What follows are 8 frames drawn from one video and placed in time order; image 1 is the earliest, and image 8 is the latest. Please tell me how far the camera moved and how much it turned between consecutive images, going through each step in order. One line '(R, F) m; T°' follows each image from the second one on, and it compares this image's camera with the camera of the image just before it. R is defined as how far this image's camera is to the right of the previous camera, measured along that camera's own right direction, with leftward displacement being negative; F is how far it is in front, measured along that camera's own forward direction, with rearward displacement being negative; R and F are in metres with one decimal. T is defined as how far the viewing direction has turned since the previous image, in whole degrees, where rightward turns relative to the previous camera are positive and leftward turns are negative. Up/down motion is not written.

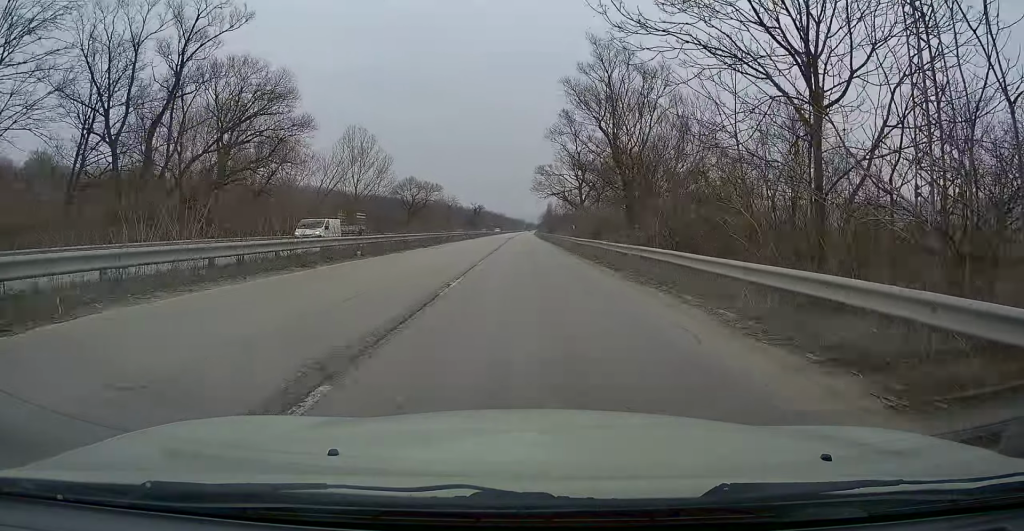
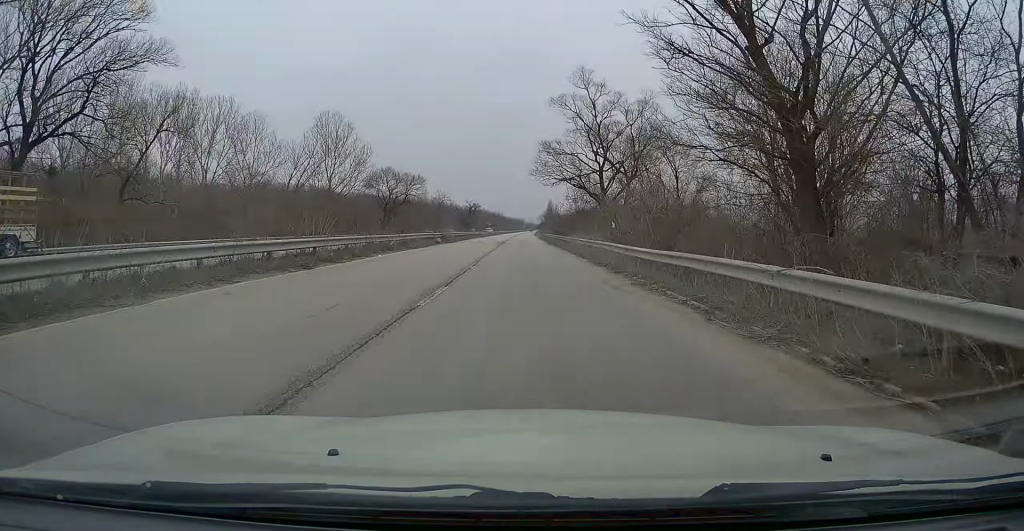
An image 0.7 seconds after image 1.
(+0.2, +19.3) m; 0°
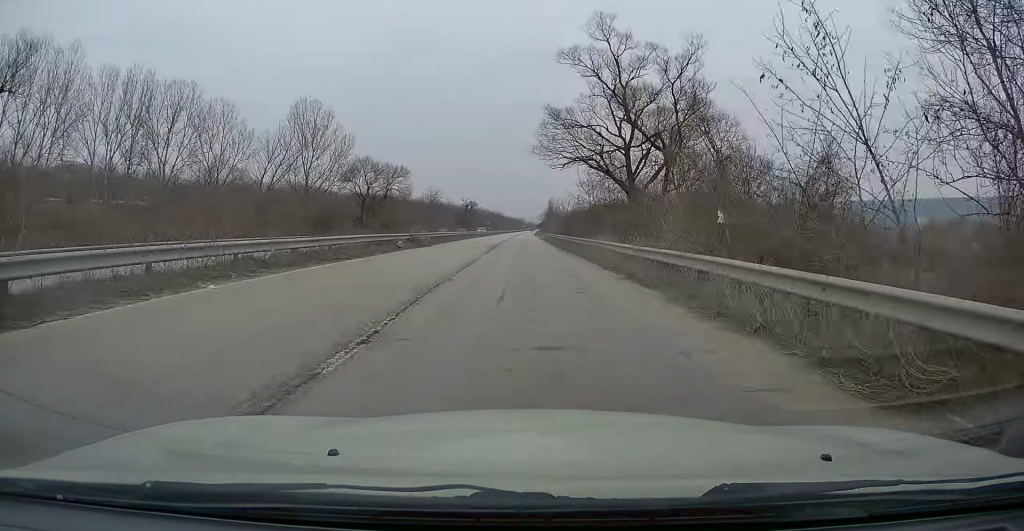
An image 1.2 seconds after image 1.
(+0.2, +13.2) m; 0°
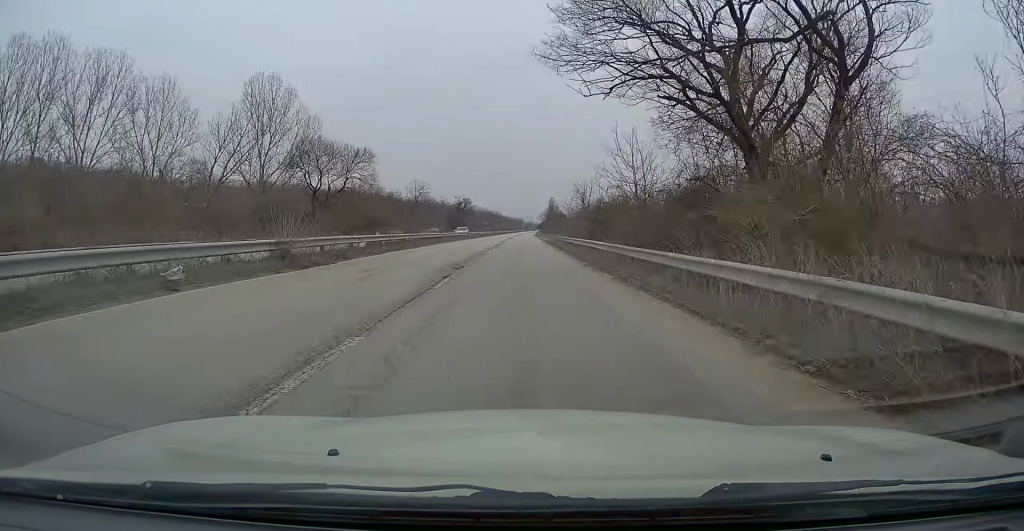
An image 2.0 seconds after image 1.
(-0.3, +19.3) m; 0°
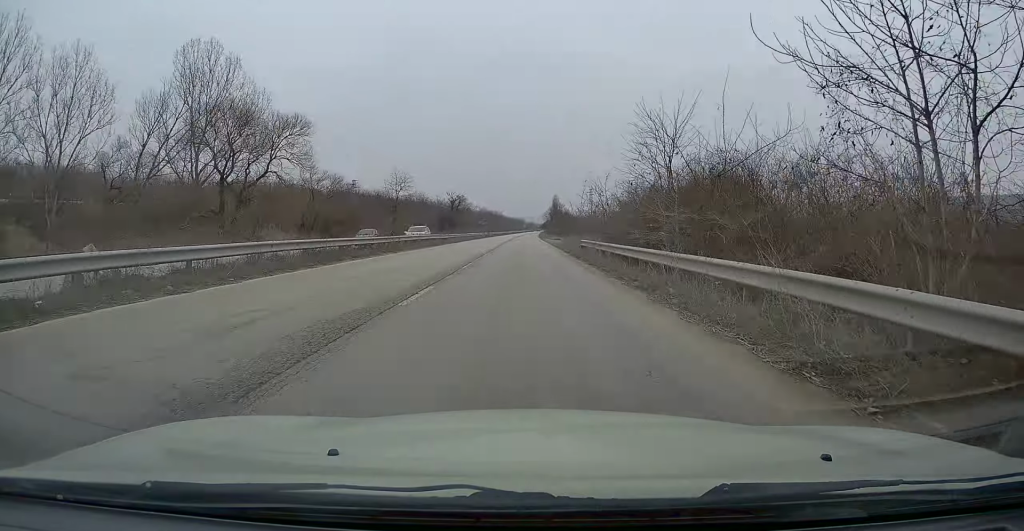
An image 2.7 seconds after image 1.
(0.0, +20.3) m; 0°
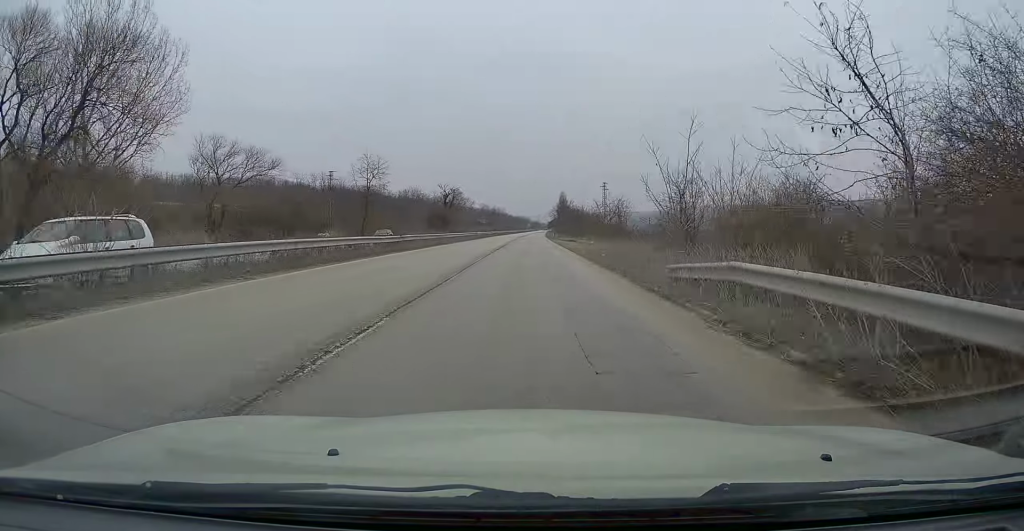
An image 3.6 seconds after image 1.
(+0.1, +22.2) m; 0°
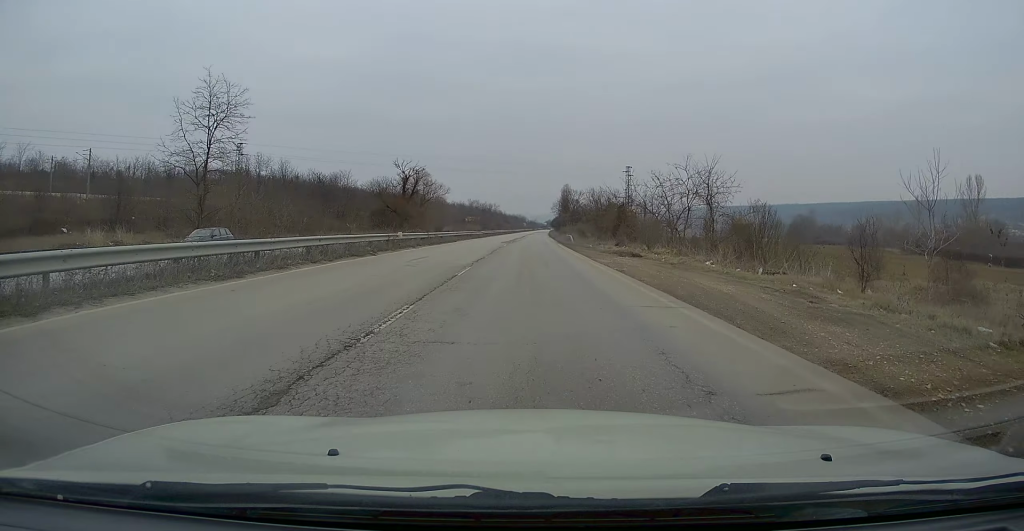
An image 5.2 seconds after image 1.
(-0.5, +43.5) m; -1°
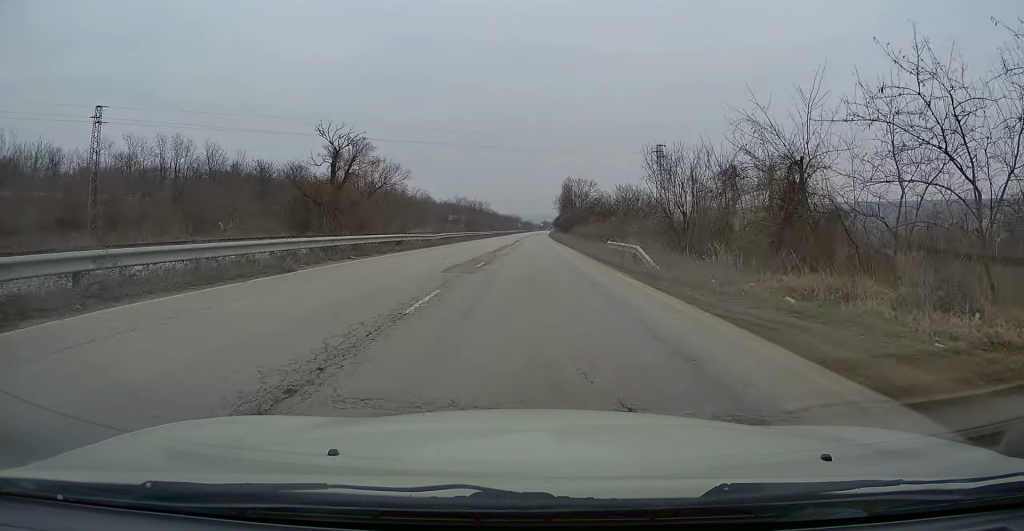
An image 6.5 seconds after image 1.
(+0.1, +33.5) m; 0°
